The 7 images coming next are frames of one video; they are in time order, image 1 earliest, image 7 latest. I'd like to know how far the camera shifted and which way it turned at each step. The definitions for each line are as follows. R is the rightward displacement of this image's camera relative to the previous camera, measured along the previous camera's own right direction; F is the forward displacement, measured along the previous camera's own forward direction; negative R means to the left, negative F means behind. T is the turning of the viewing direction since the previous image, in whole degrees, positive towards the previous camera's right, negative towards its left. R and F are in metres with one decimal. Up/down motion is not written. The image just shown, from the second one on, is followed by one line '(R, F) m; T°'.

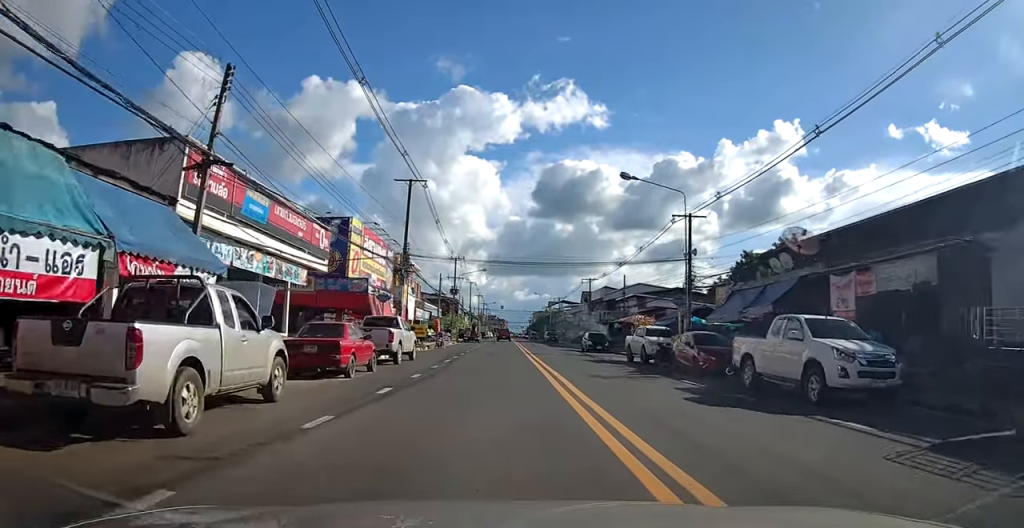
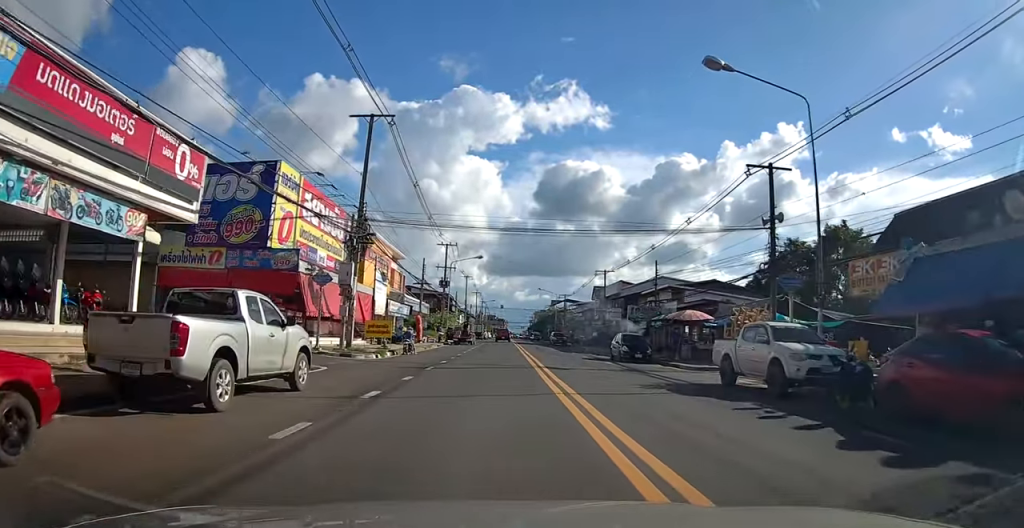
(-0.5, +13.0) m; -1°
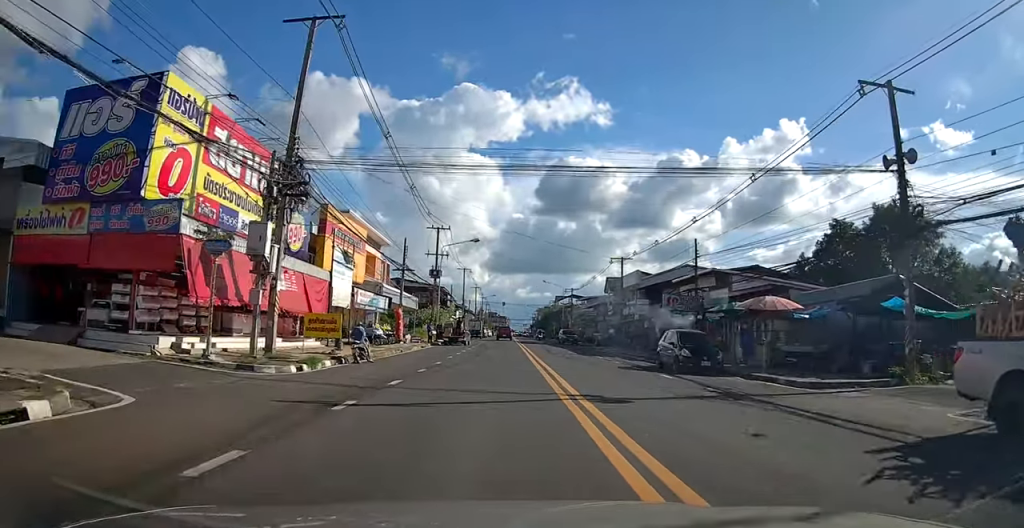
(0.0, +10.1) m; +2°
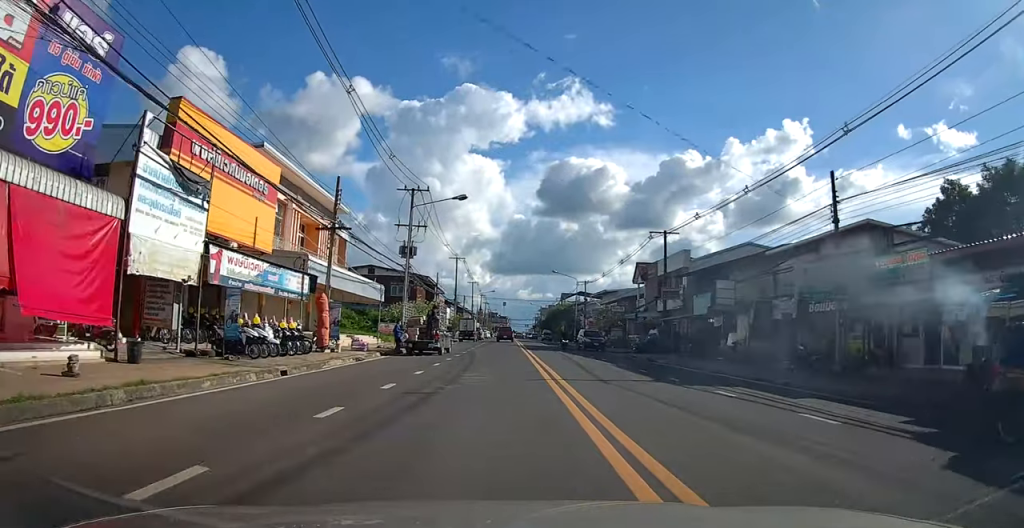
(+0.4, +17.0) m; 0°
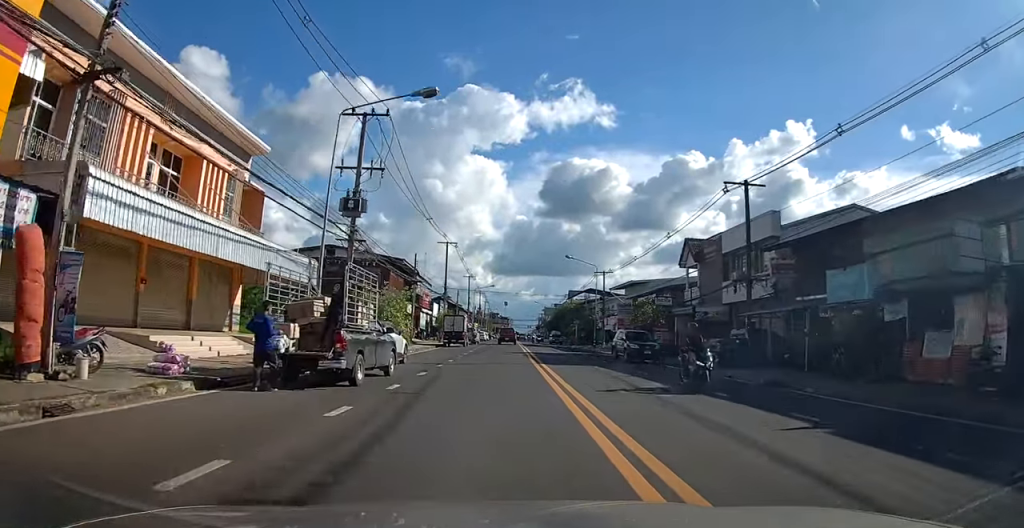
(+0.1, +15.9) m; 0°
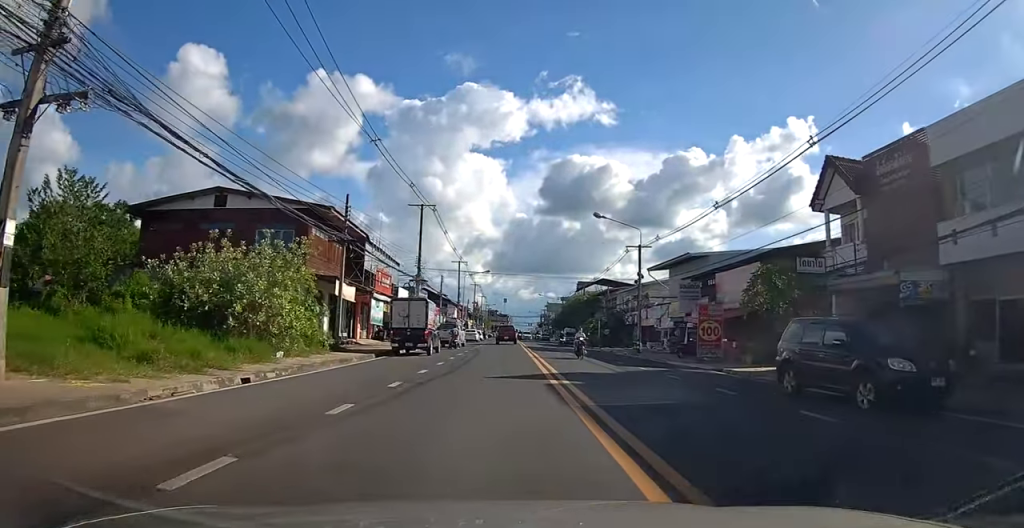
(-0.8, +20.3) m; -3°
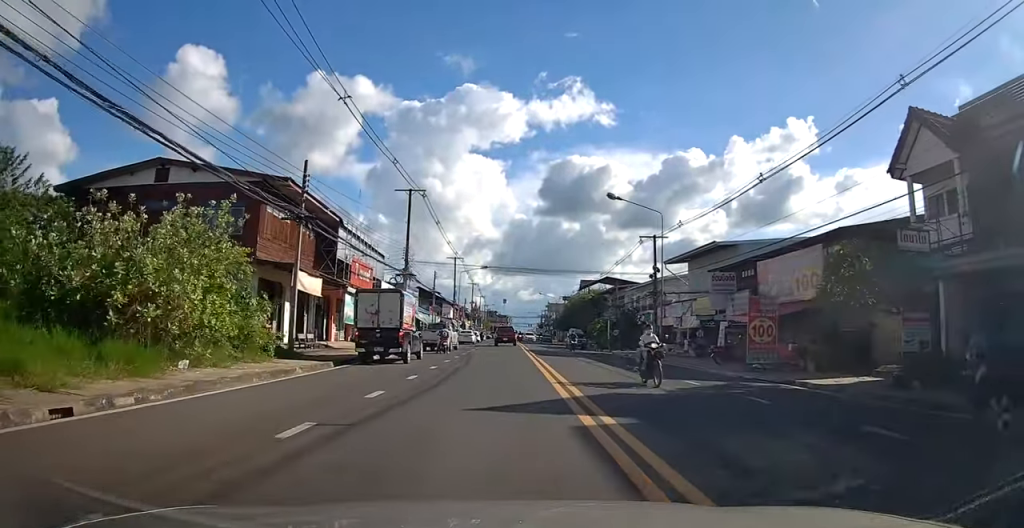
(-0.1, +6.1) m; +2°
